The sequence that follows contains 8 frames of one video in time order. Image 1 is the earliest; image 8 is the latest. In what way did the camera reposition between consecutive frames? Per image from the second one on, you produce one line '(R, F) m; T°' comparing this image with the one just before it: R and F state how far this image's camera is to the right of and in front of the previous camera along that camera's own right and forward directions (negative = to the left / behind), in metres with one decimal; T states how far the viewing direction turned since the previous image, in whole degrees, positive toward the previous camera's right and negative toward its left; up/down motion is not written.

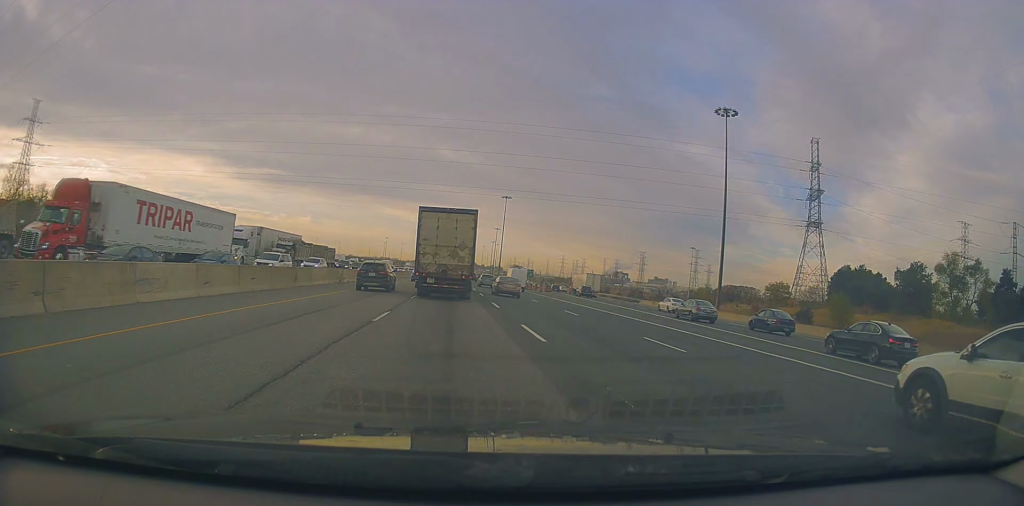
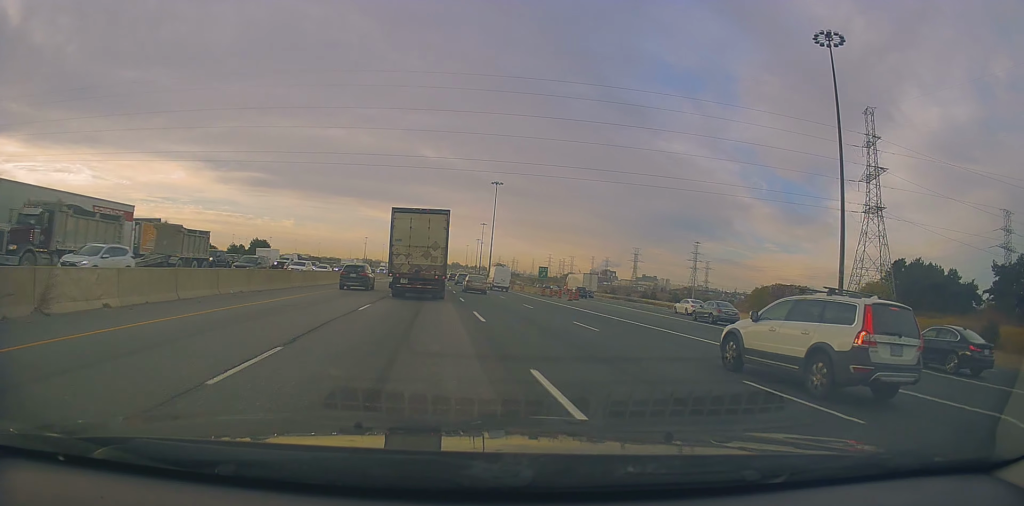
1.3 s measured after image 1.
(-0.1, +31.0) m; 0°
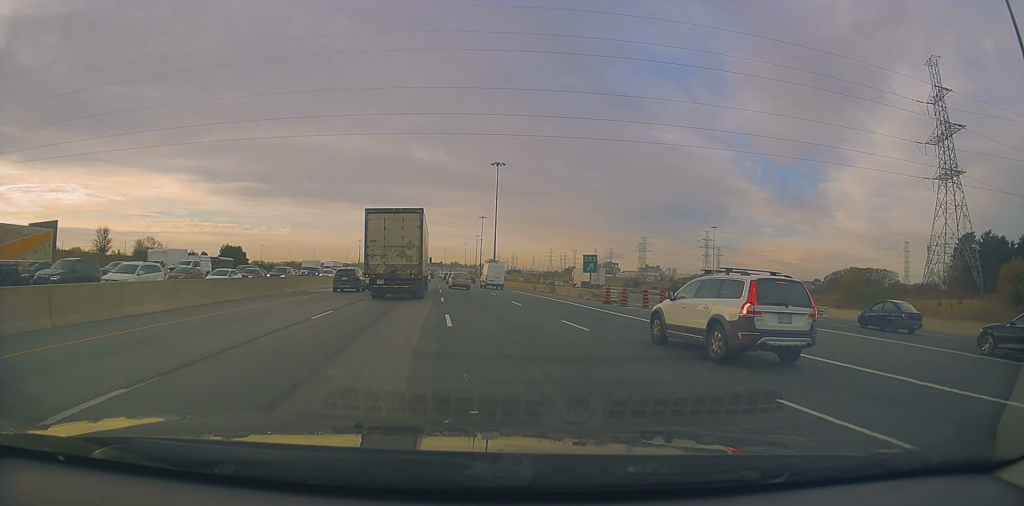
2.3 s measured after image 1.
(+0.3, +25.4) m; +1°
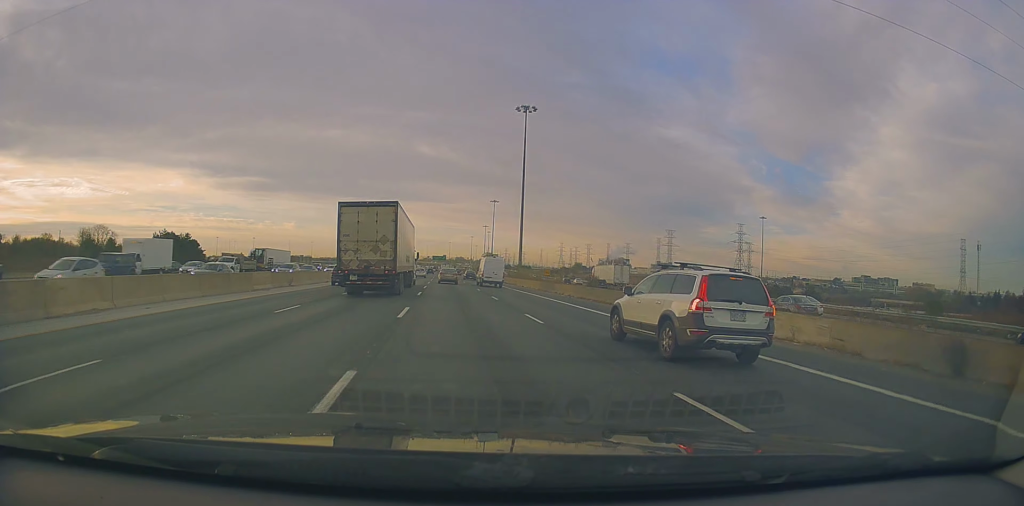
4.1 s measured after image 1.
(+0.1, +46.4) m; 0°
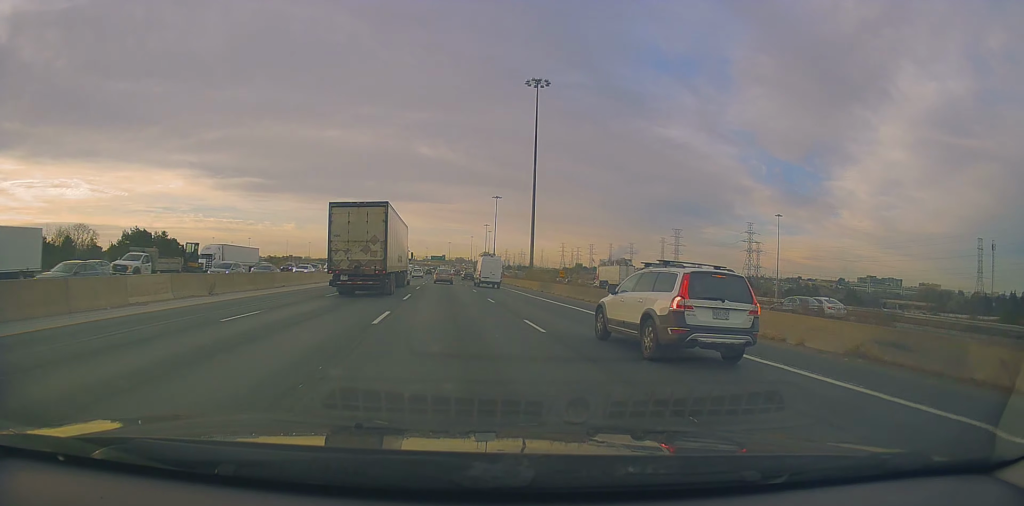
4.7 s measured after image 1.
(-0.1, +15.0) m; 0°
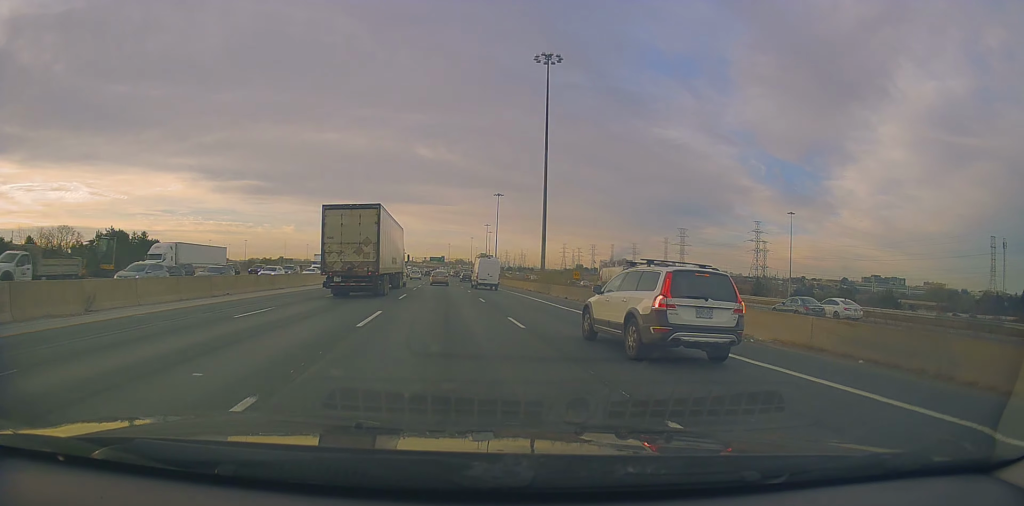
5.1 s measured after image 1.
(-0.1, +11.0) m; 0°
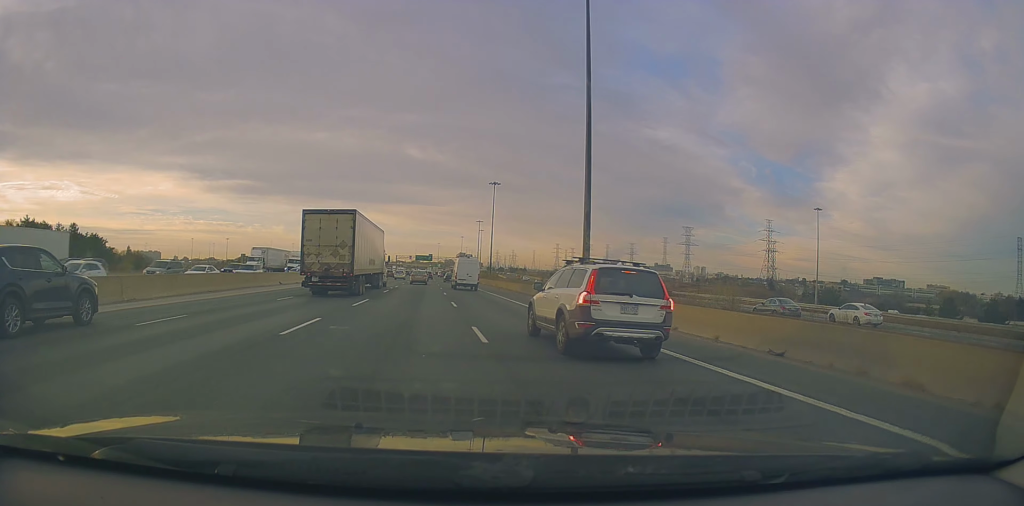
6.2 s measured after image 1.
(+0.3, +28.6) m; 0°
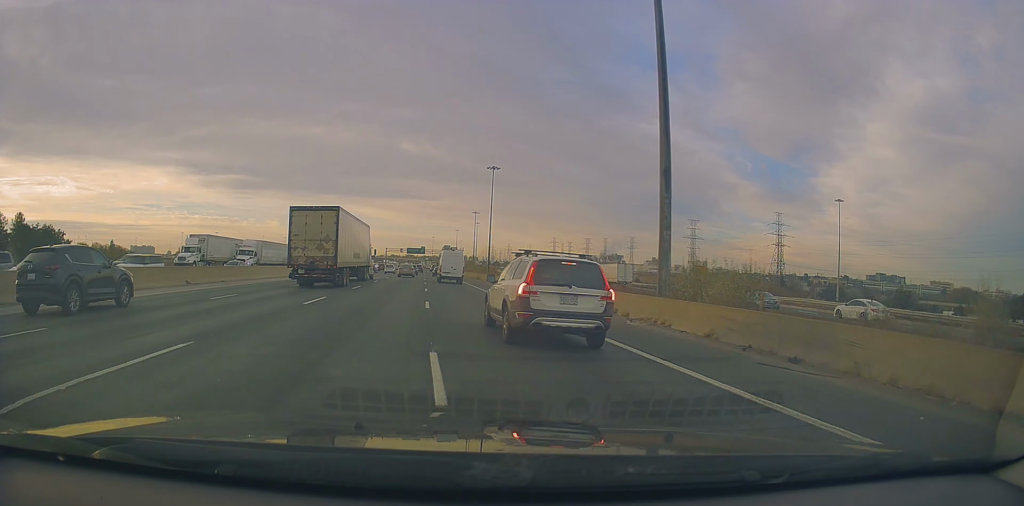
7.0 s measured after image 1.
(-0.1, +17.5) m; 0°
